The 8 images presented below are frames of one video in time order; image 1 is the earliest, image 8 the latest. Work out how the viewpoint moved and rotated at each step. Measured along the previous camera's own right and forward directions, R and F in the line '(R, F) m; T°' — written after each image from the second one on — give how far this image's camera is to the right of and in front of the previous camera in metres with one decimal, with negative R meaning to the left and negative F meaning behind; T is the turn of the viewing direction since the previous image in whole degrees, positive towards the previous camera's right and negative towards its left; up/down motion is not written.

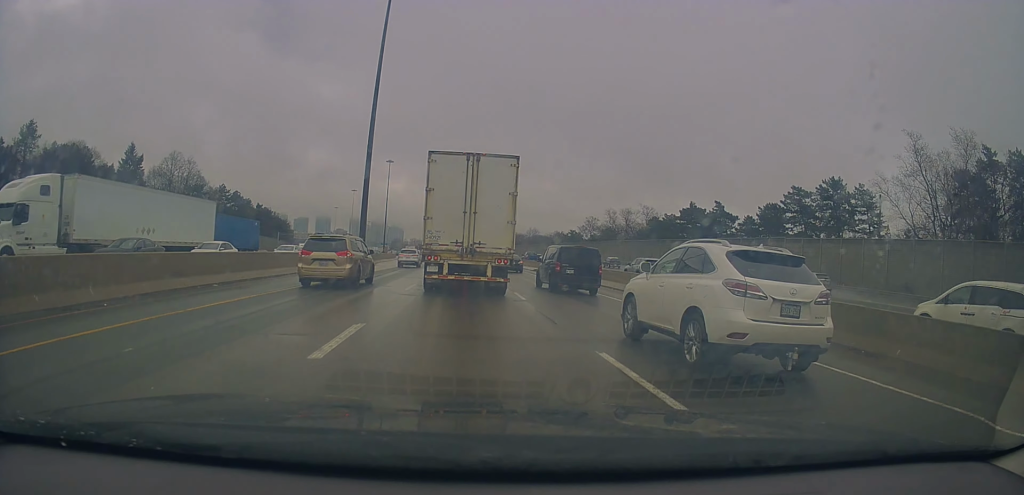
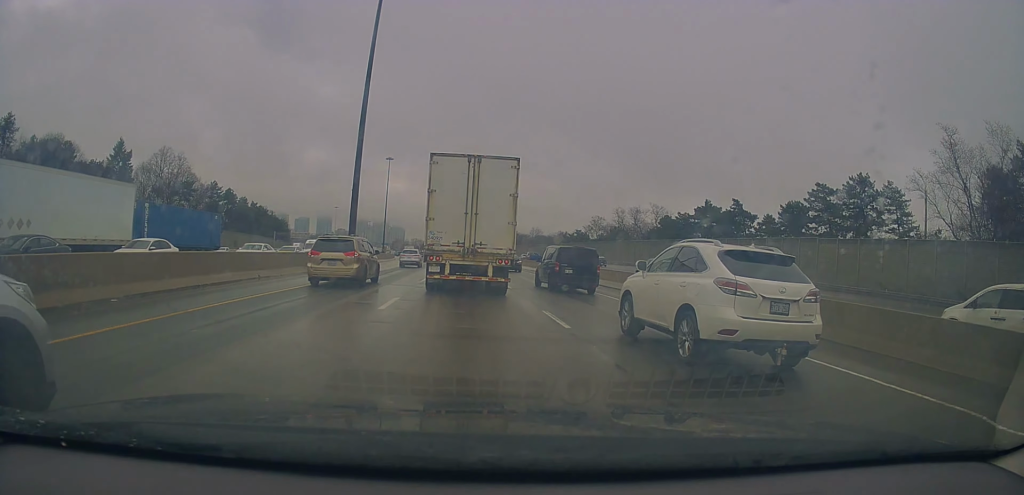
(0.0, +6.6) m; 0°
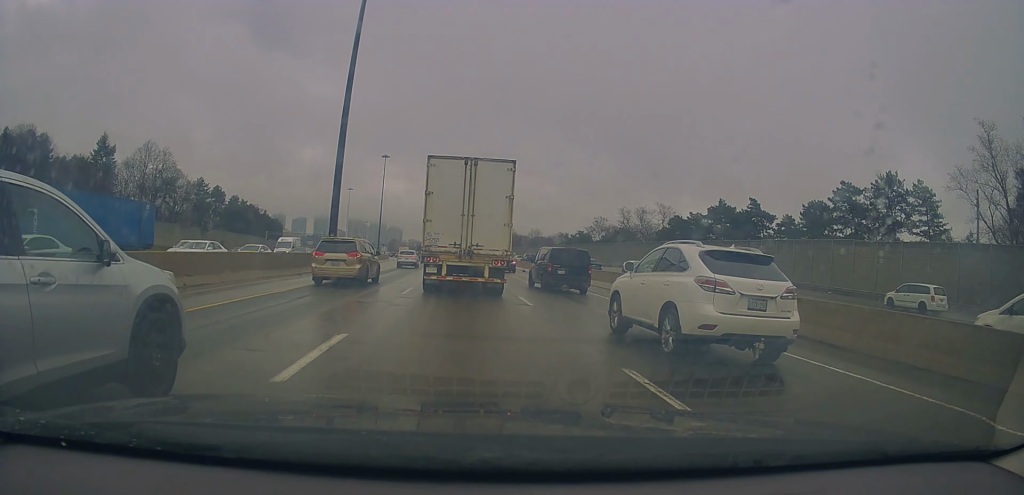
(-0.2, +6.9) m; -2°
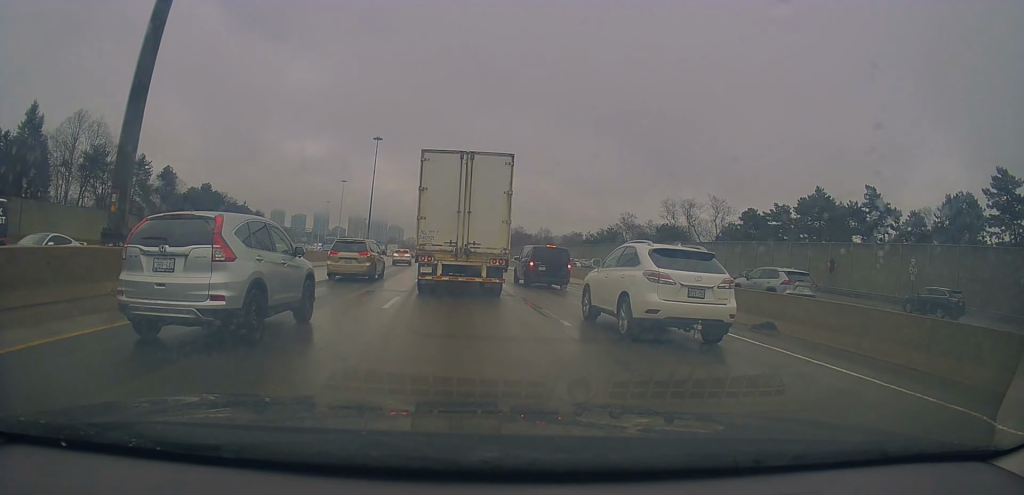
(+0.6, +29.4) m; +3°
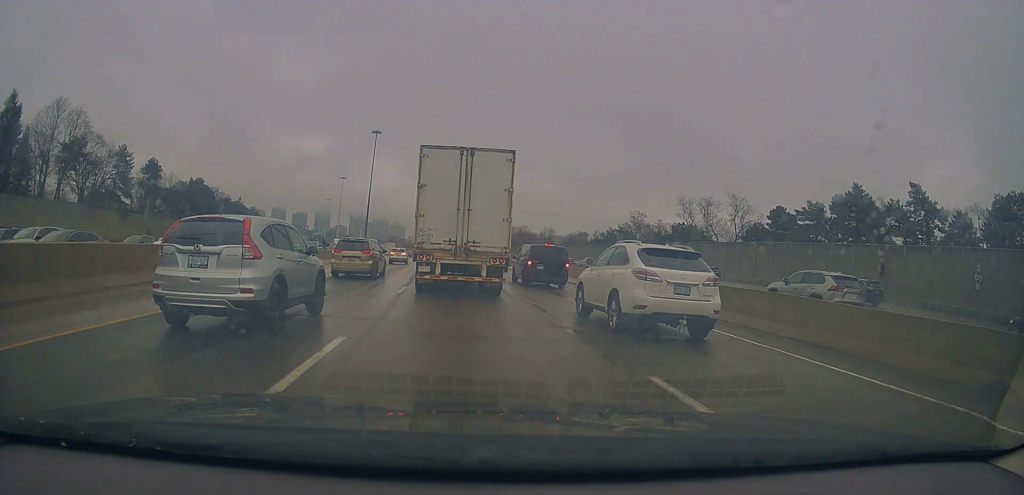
(0.0, +7.8) m; -3°
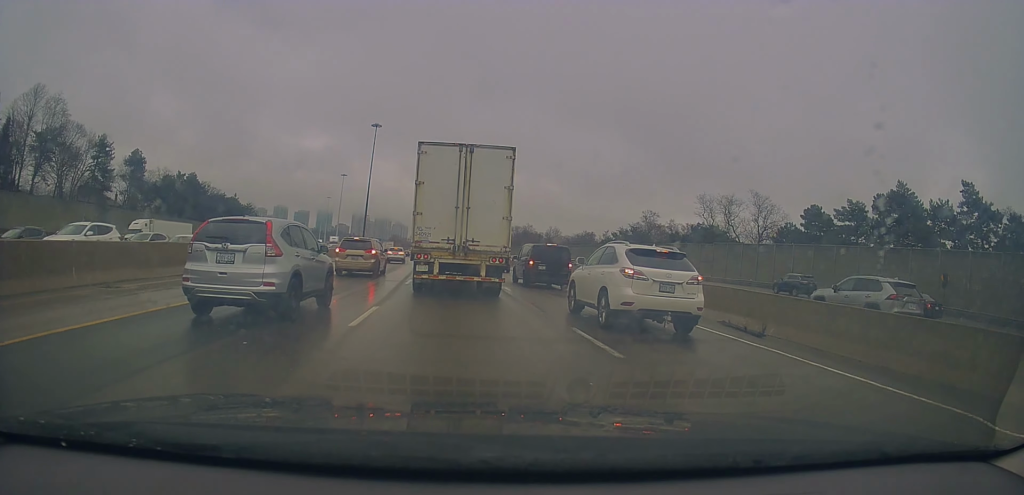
(-0.4, +8.0) m; -1°
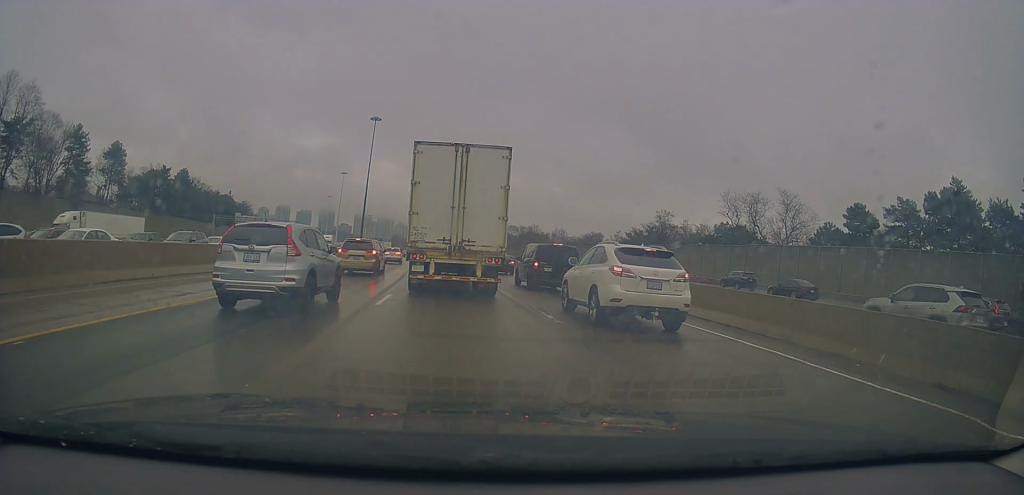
(0.0, +8.8) m; +1°
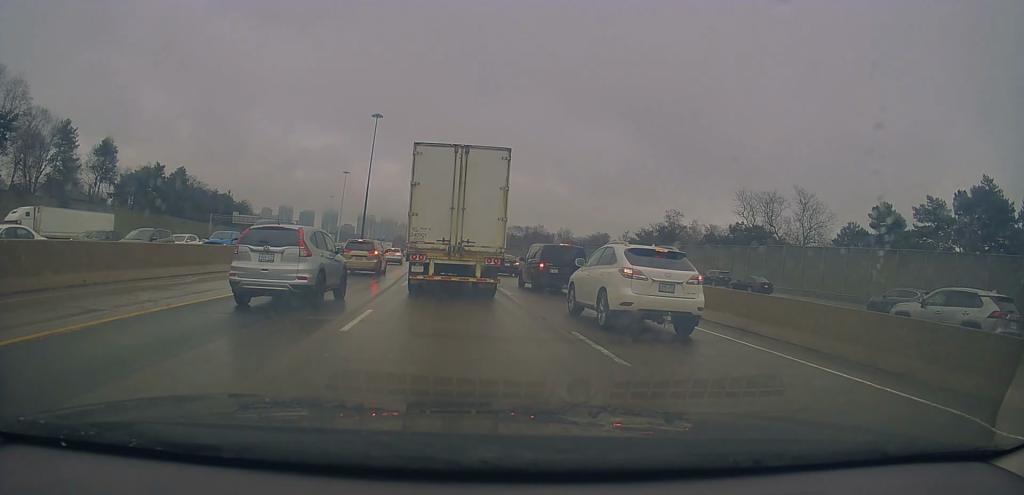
(+0.1, +4.2) m; +1°
